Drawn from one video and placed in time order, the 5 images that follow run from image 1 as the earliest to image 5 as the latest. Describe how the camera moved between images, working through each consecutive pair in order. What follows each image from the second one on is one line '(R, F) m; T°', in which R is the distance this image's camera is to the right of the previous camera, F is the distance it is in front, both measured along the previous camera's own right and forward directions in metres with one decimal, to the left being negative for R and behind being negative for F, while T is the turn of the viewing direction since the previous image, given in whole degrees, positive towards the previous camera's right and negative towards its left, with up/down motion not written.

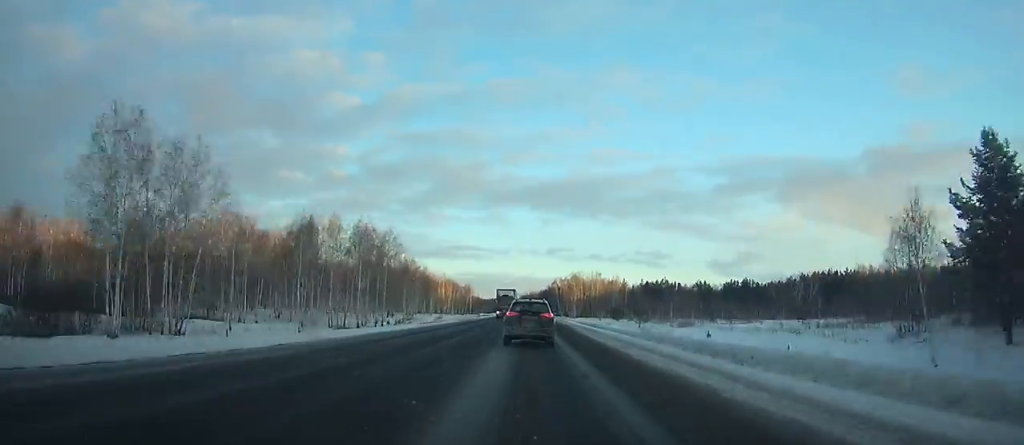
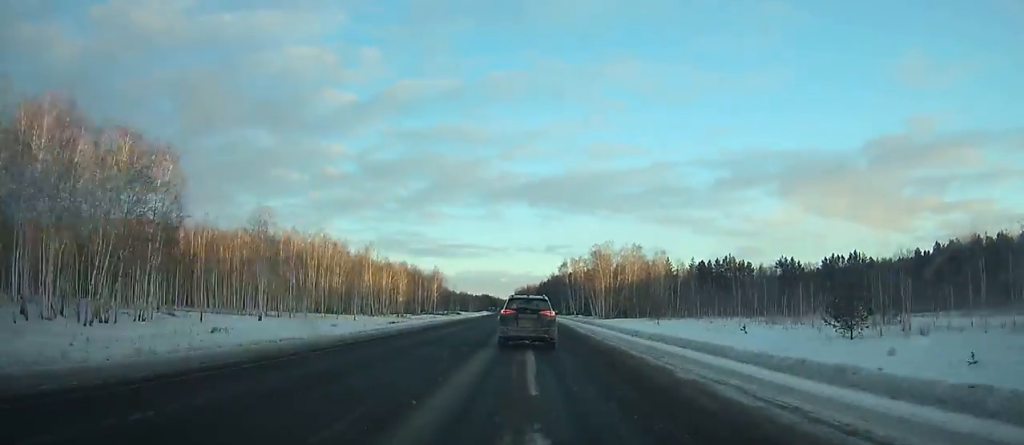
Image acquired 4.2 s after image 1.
(+0.1, +113.9) m; 0°
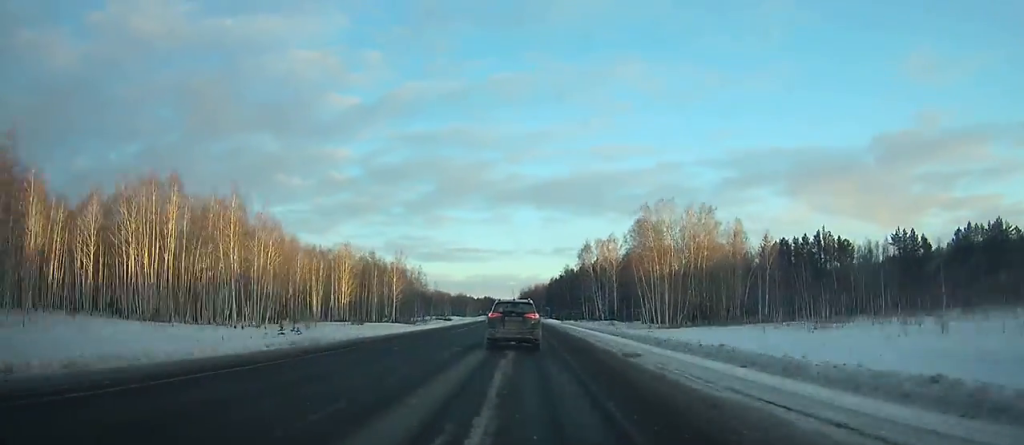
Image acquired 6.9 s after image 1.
(-0.1, +72.2) m; -1°
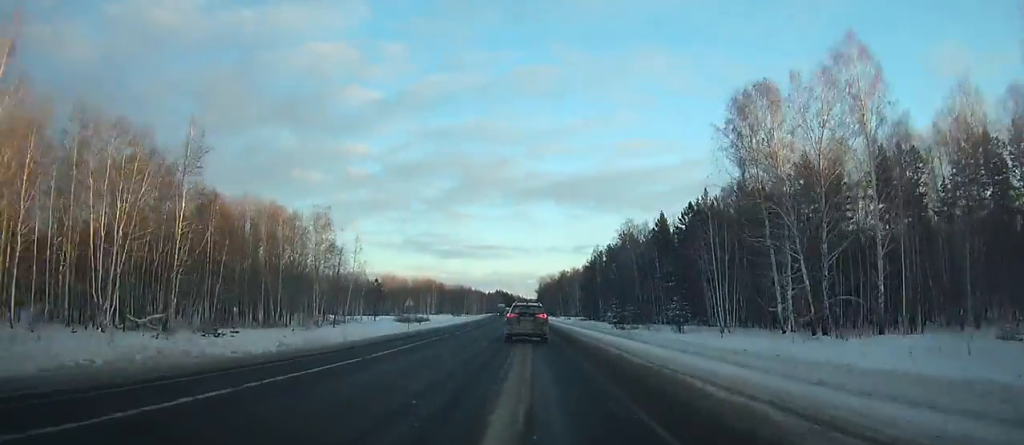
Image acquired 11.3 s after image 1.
(-1.5, +117.3) m; -1°
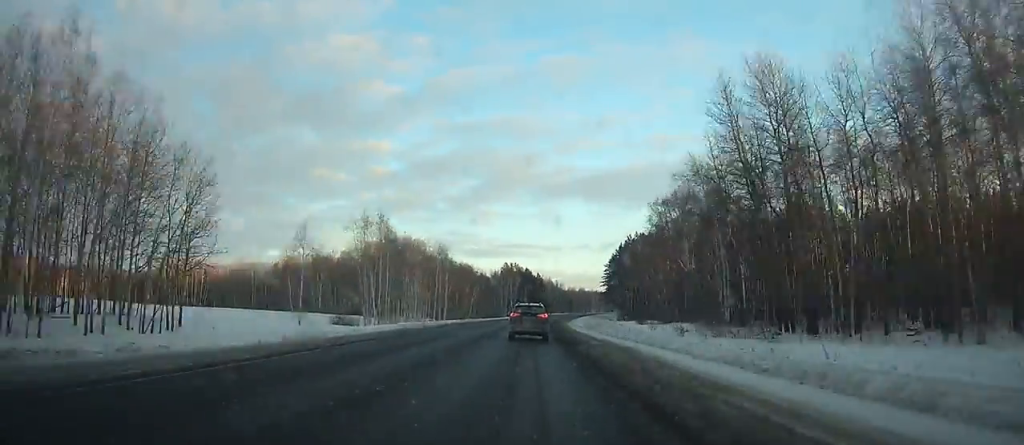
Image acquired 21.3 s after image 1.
(-8.7, +274.1) m; -2°
